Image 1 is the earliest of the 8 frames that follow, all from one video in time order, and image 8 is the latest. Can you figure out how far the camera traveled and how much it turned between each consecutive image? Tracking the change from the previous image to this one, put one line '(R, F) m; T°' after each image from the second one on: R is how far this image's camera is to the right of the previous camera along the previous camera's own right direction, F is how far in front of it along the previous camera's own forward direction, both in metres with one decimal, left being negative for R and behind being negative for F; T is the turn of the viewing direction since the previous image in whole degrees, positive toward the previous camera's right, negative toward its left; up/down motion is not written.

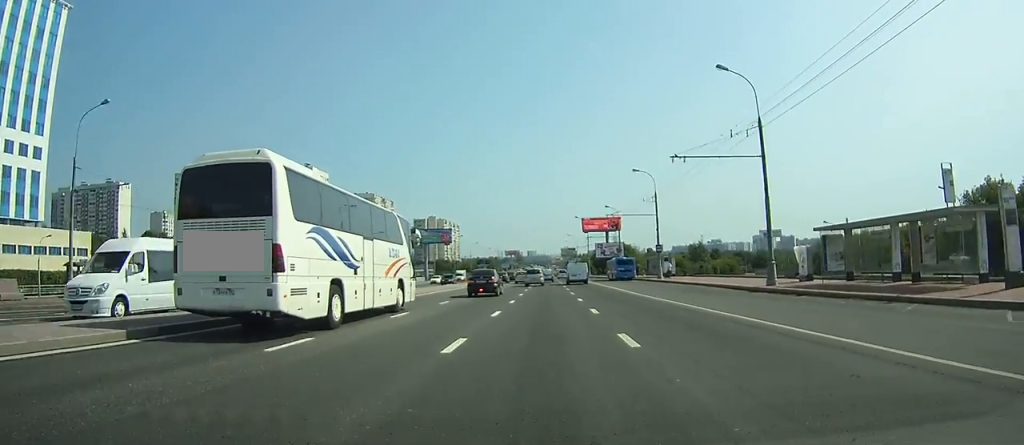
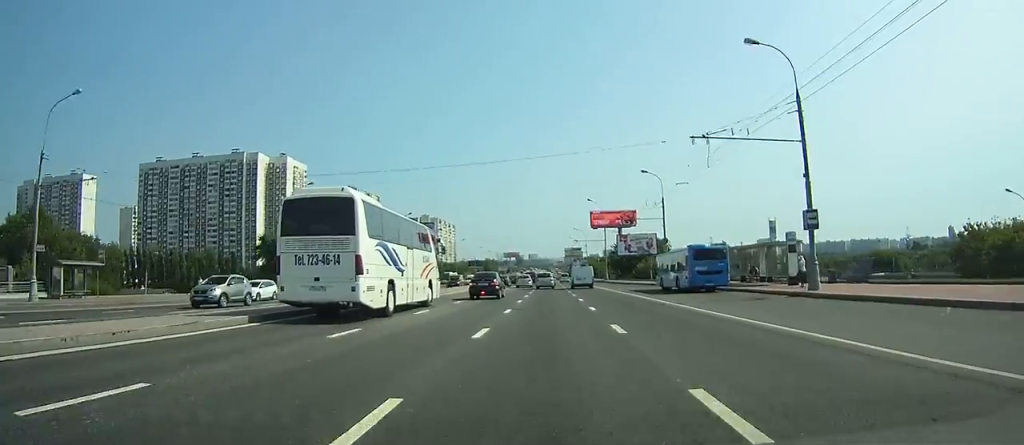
(+0.1, +36.6) m; 0°
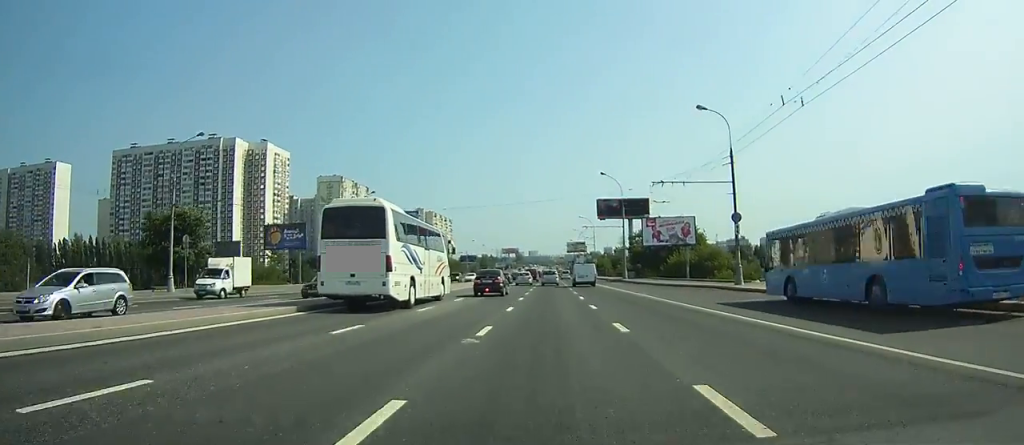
(-0.2, +24.4) m; -1°
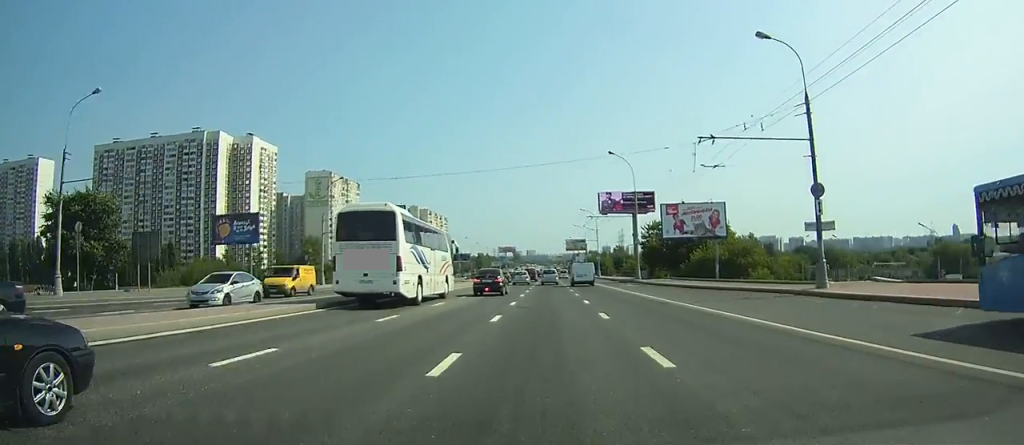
(-0.1, +12.9) m; 0°
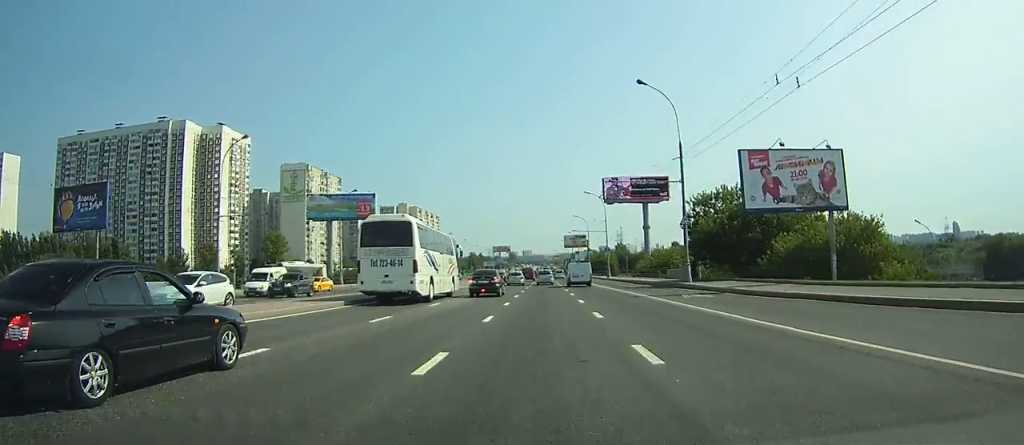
(0.0, +24.3) m; +1°
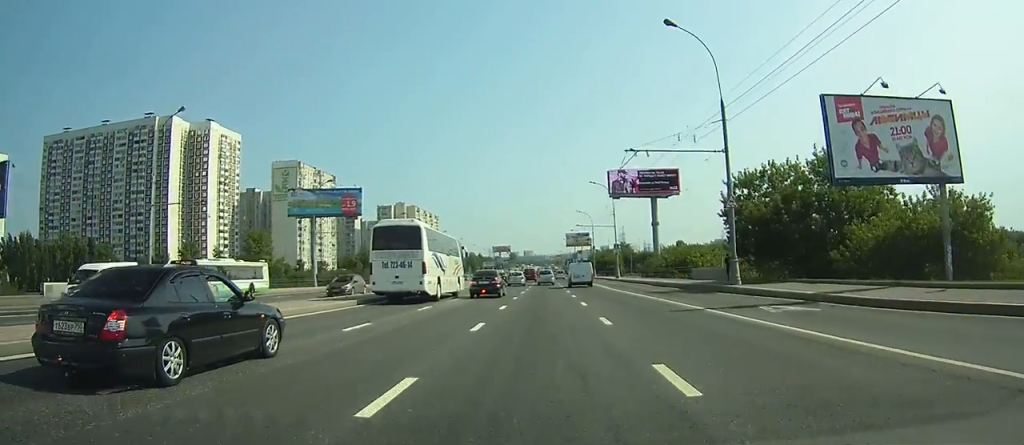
(+0.1, +10.1) m; 0°
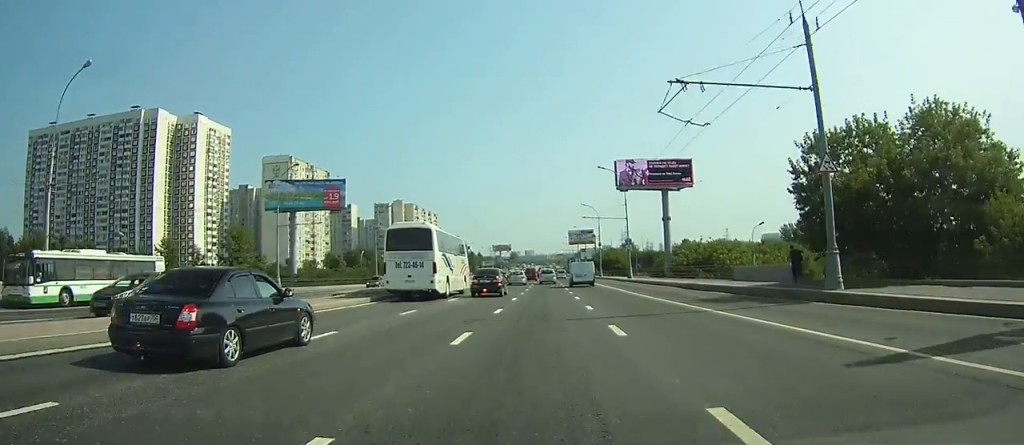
(0.0, +10.8) m; 0°
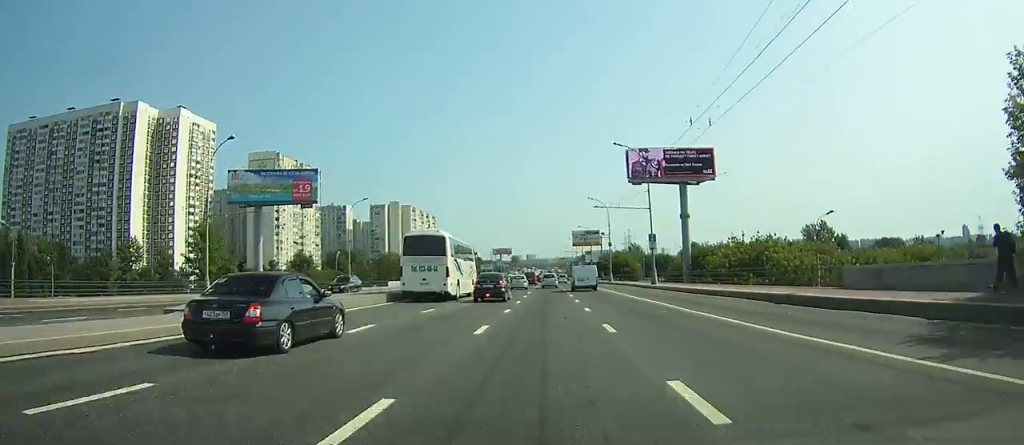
(0.0, +14.5) m; 0°
